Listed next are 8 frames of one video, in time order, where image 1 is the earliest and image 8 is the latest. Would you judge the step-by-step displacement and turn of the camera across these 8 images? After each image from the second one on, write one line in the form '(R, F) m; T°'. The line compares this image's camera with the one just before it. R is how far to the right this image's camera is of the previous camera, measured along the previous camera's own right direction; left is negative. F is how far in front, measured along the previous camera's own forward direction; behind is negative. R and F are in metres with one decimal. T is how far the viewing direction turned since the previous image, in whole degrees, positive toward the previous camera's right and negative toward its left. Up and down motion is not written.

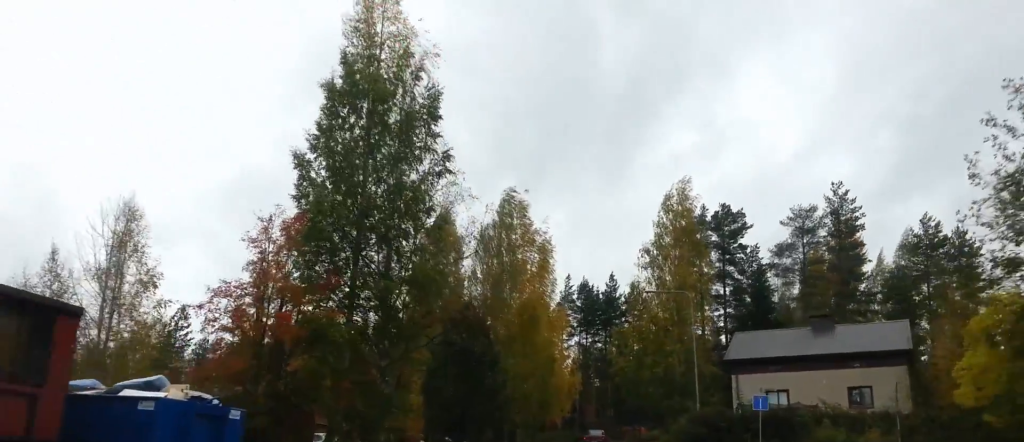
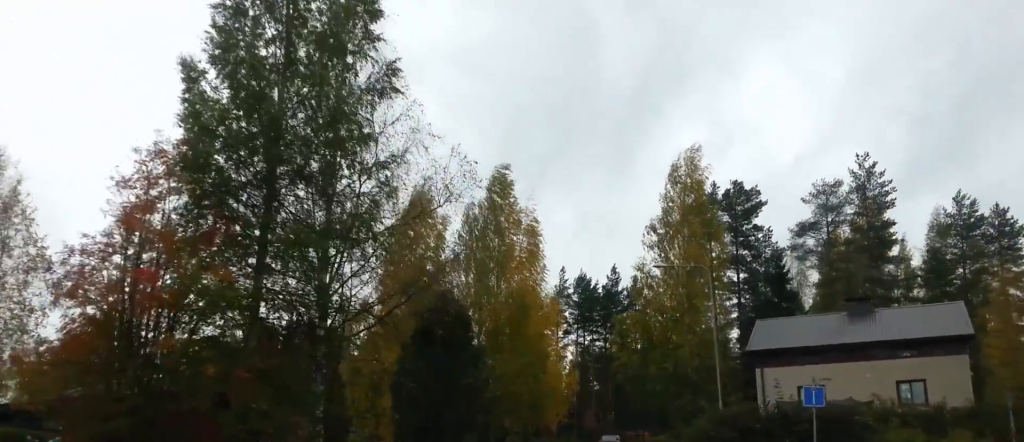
(-0.1, +8.5) m; +2°
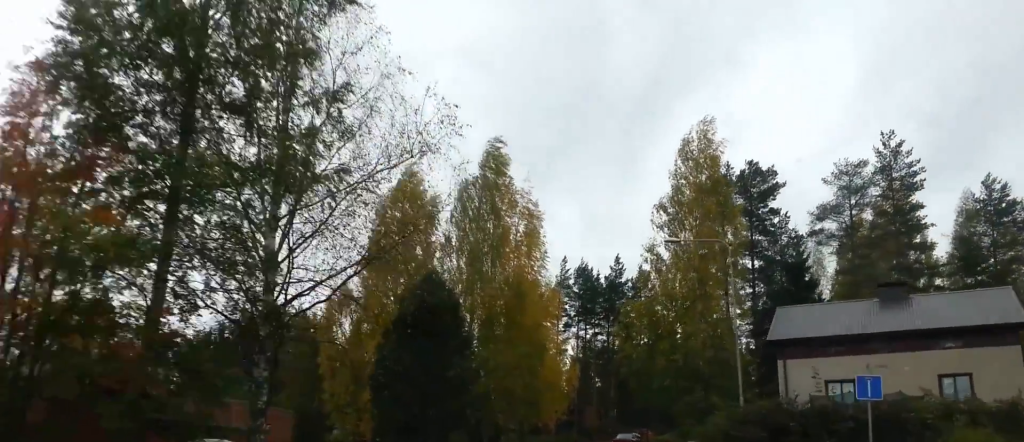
(+0.2, +5.2) m; +2°
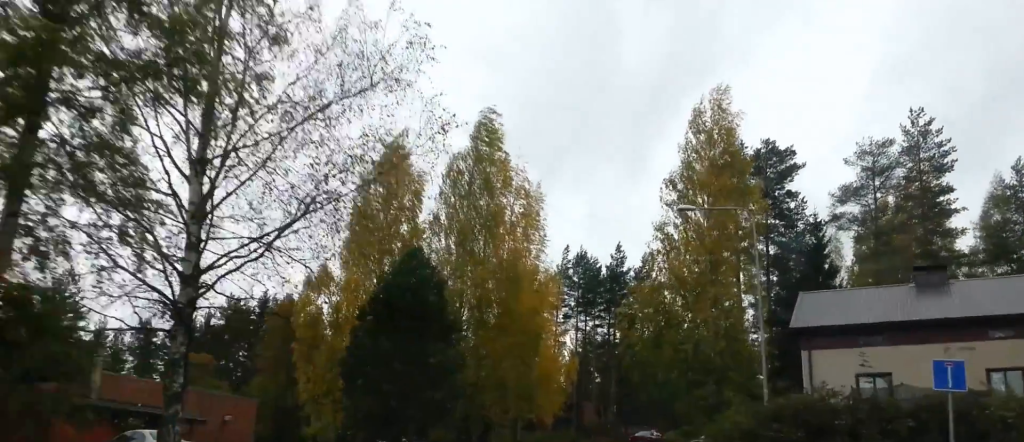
(+0.1, +4.8) m; +1°
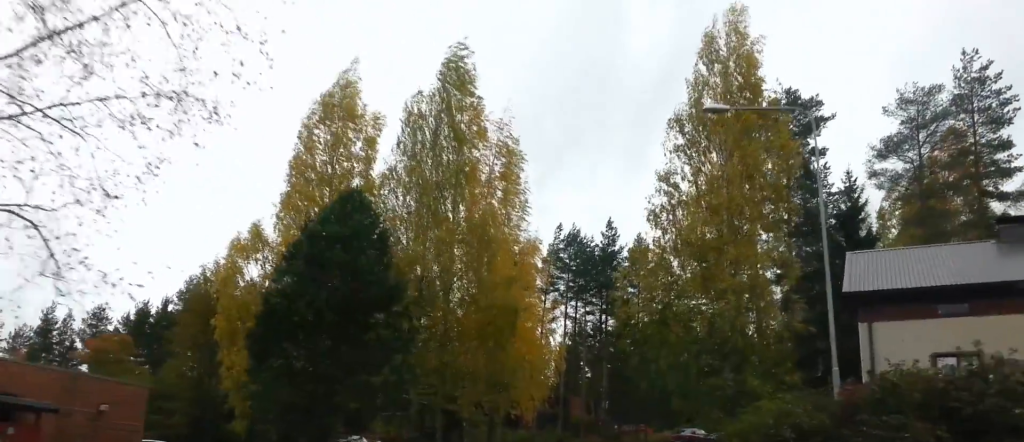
(0.0, +9.3) m; -1°
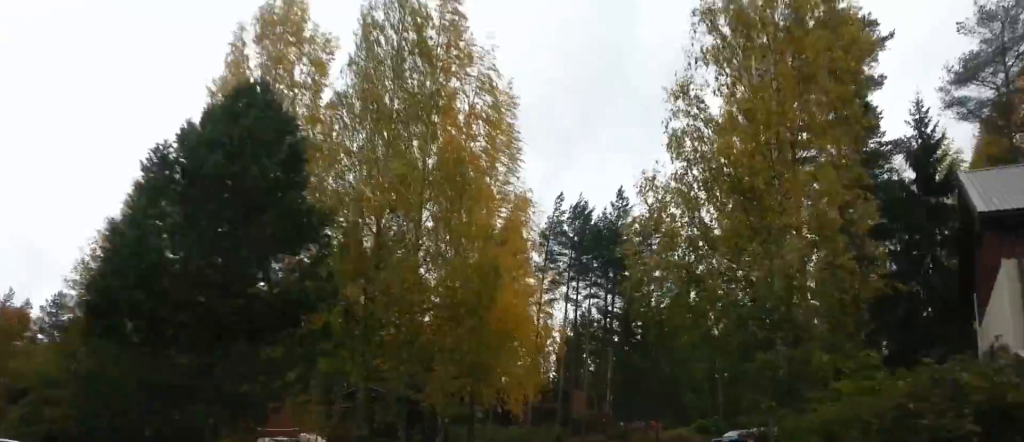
(-0.1, +9.4) m; 0°
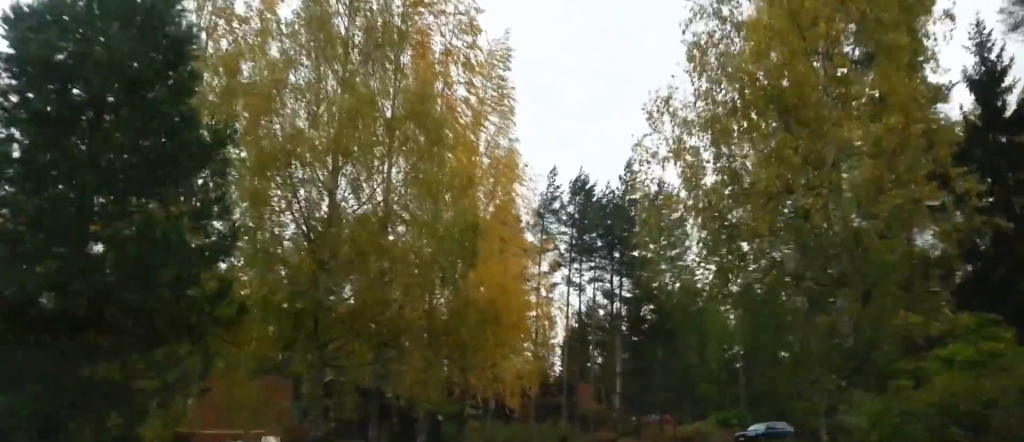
(+0.1, +6.0) m; -1°
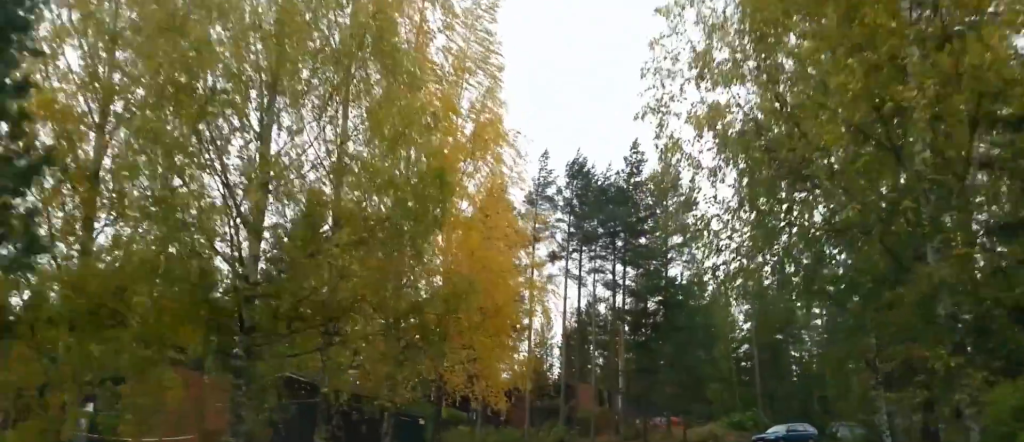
(0.0, +5.6) m; 0°
